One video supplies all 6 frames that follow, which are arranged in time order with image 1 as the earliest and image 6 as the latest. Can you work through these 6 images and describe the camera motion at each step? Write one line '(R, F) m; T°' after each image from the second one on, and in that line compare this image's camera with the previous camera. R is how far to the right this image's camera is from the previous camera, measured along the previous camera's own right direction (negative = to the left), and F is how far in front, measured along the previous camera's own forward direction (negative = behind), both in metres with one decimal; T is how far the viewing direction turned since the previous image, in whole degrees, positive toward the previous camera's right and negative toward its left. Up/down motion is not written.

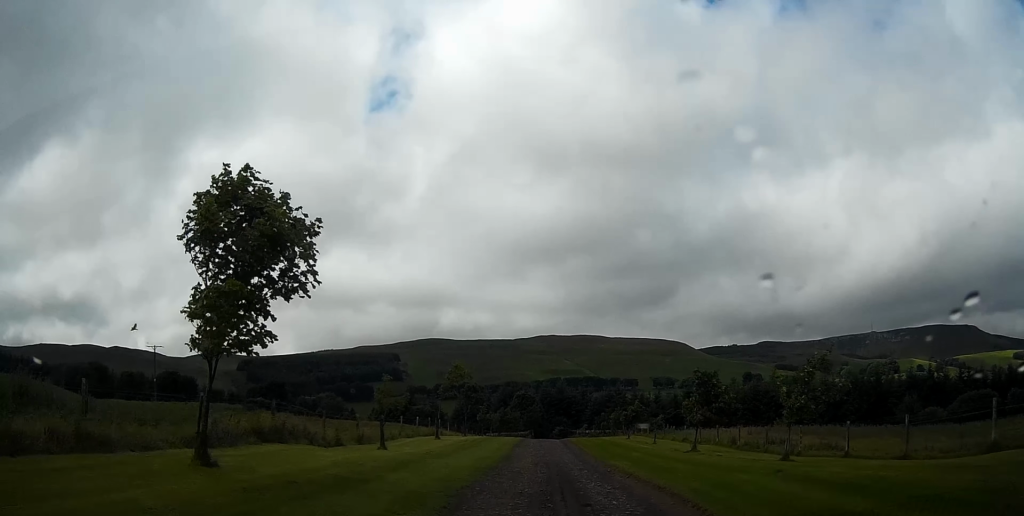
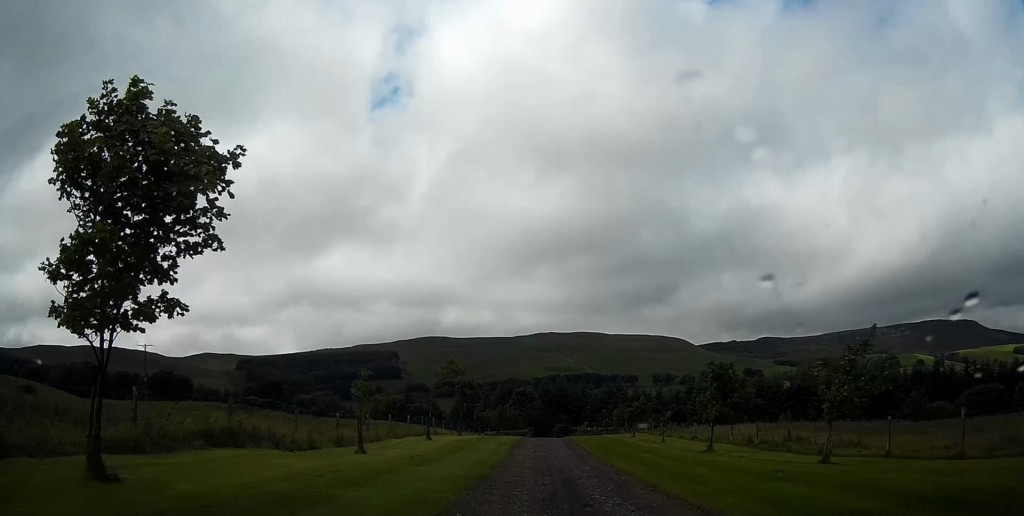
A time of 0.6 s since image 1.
(-0.2, +2.8) m; 0°
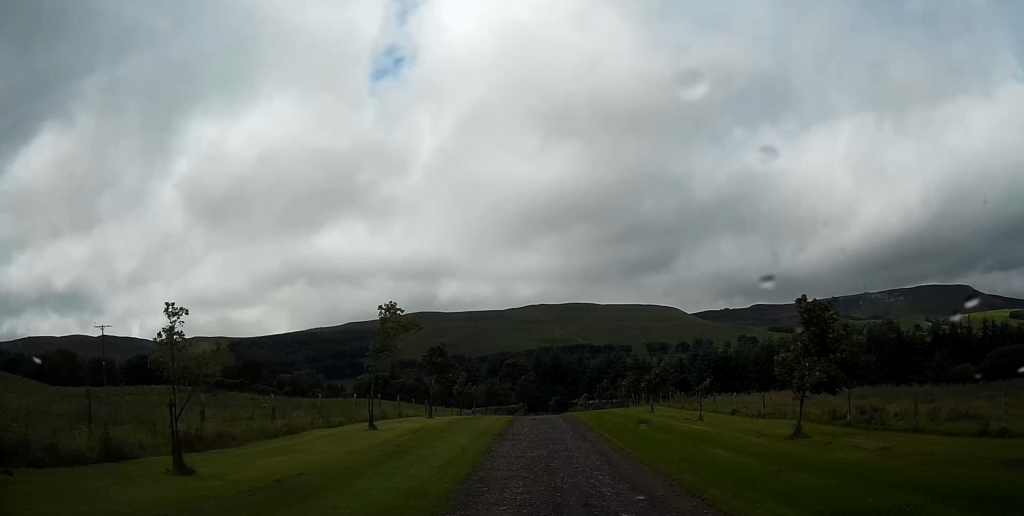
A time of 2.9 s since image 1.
(+0.6, +10.3) m; +5°
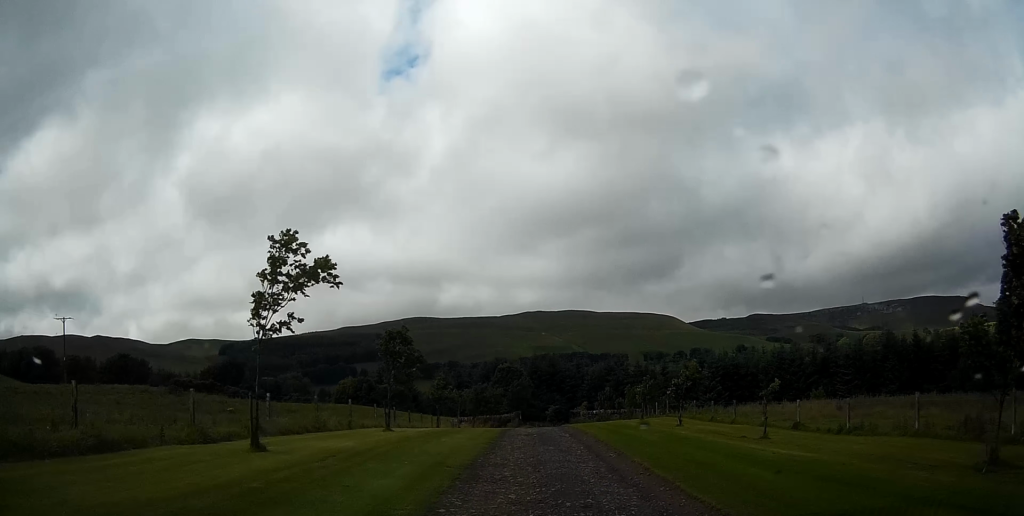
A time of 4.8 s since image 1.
(0.0, +8.3) m; 0°
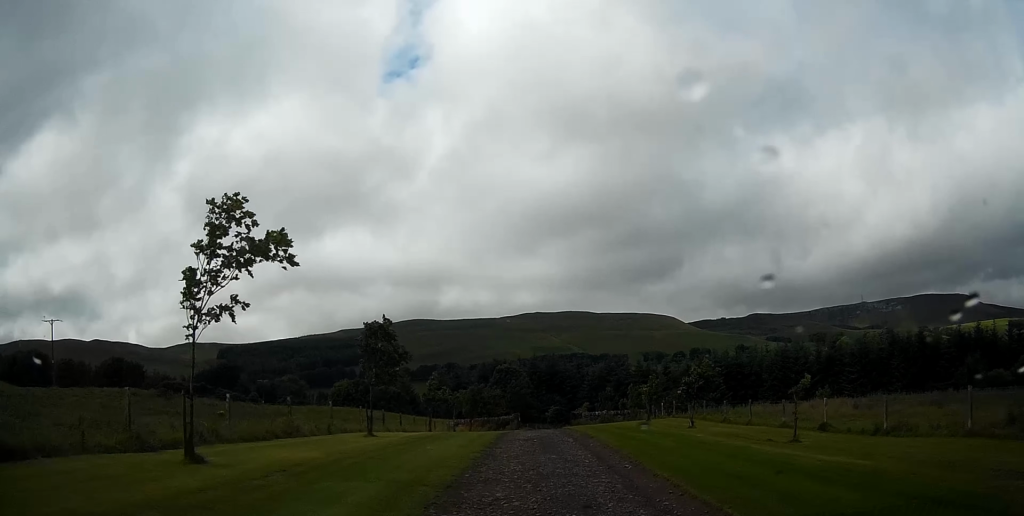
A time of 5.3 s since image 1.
(0.0, +2.6) m; +1°
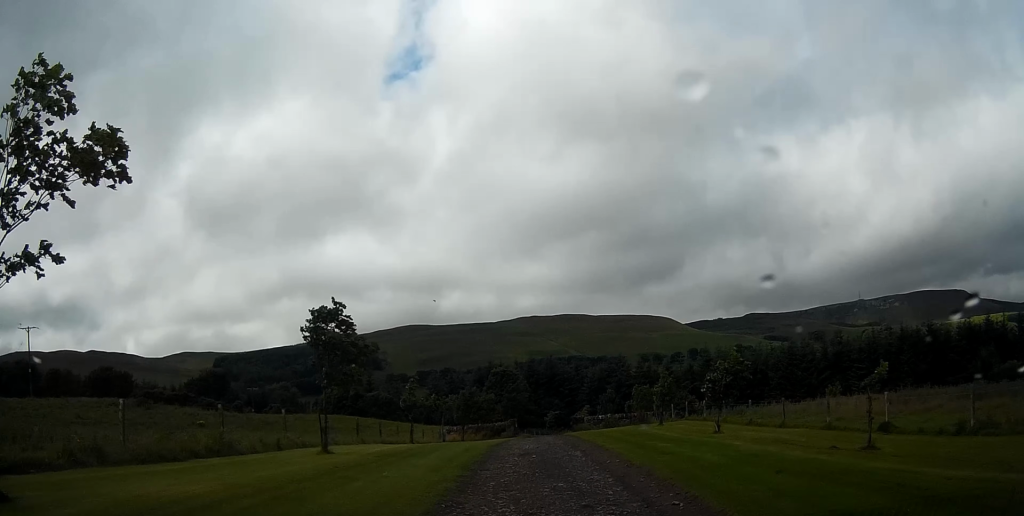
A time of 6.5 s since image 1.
(+0.1, +5.7) m; +2°
